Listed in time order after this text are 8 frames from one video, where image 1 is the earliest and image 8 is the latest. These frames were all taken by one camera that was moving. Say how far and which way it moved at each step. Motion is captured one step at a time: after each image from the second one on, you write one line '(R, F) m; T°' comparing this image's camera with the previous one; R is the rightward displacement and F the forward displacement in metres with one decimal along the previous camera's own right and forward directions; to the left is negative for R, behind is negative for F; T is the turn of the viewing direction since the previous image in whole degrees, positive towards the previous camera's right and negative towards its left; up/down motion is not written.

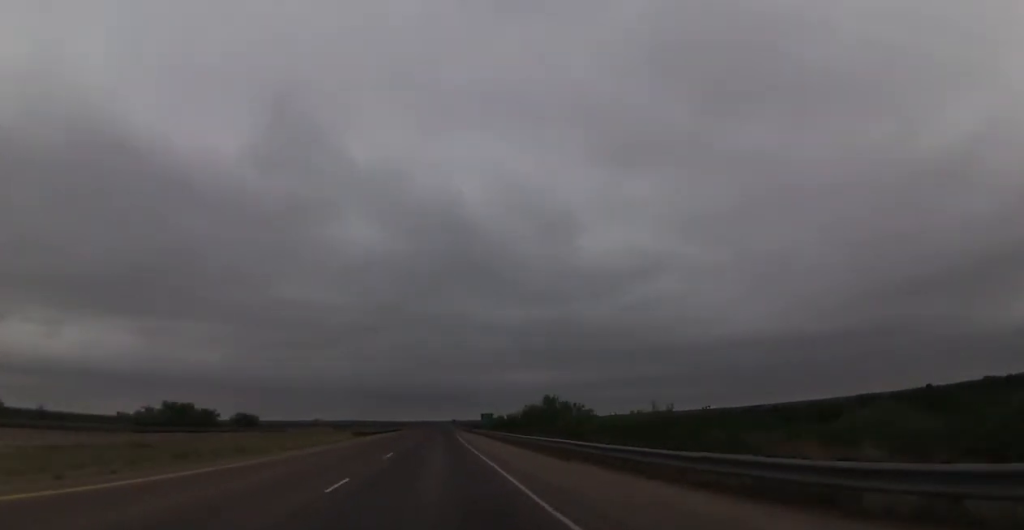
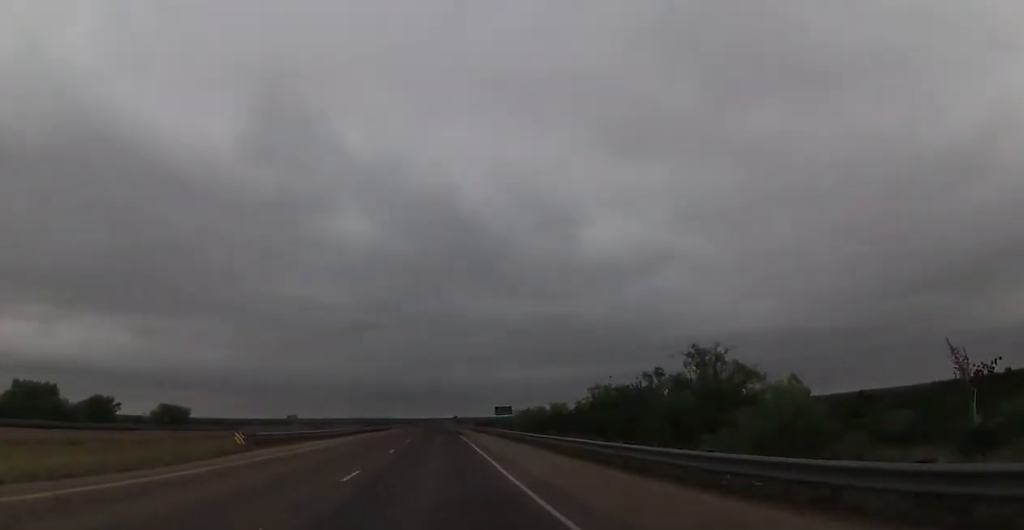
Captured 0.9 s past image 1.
(0.0, +34.1) m; 0°
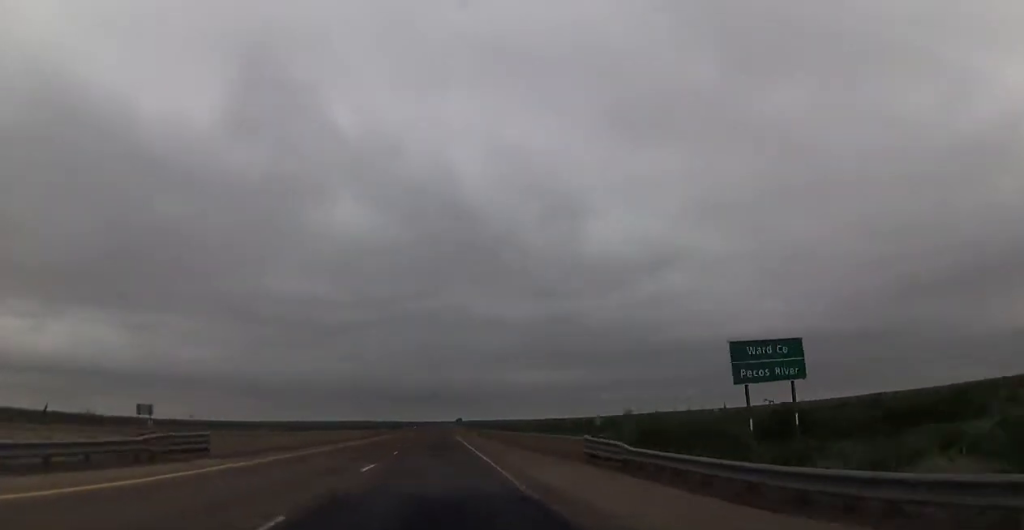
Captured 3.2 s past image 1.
(-0.4, +81.0) m; 0°
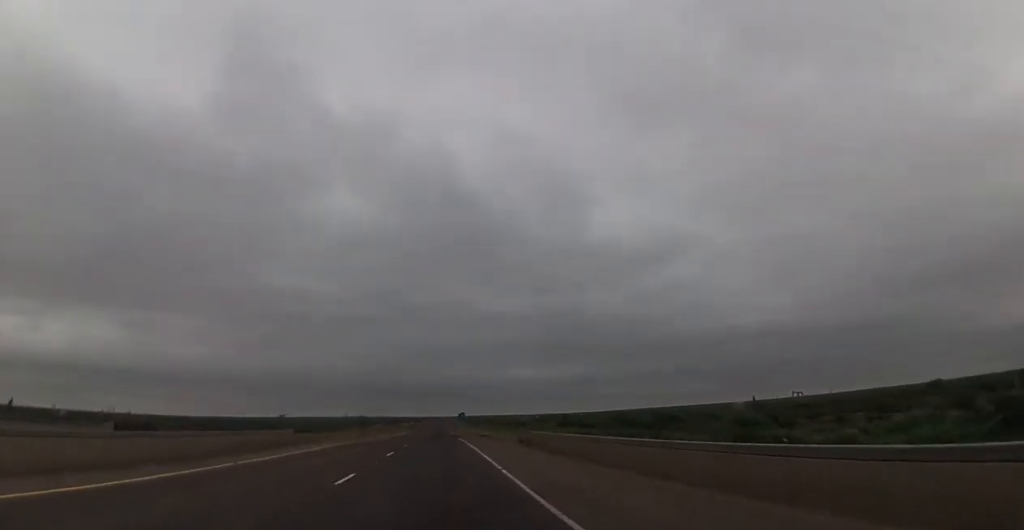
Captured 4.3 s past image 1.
(+0.1, +39.8) m; 0°
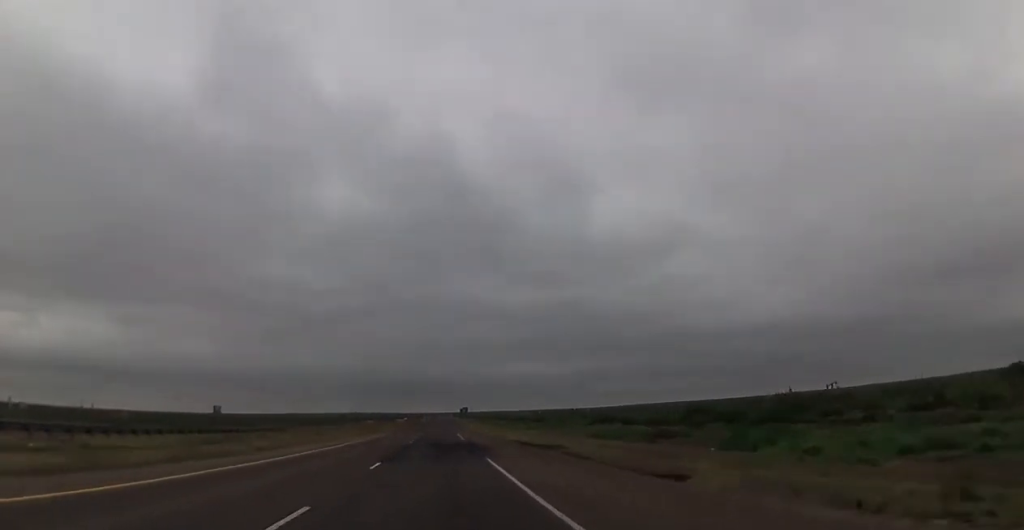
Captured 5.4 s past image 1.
(-0.3, +42.3) m; 0°
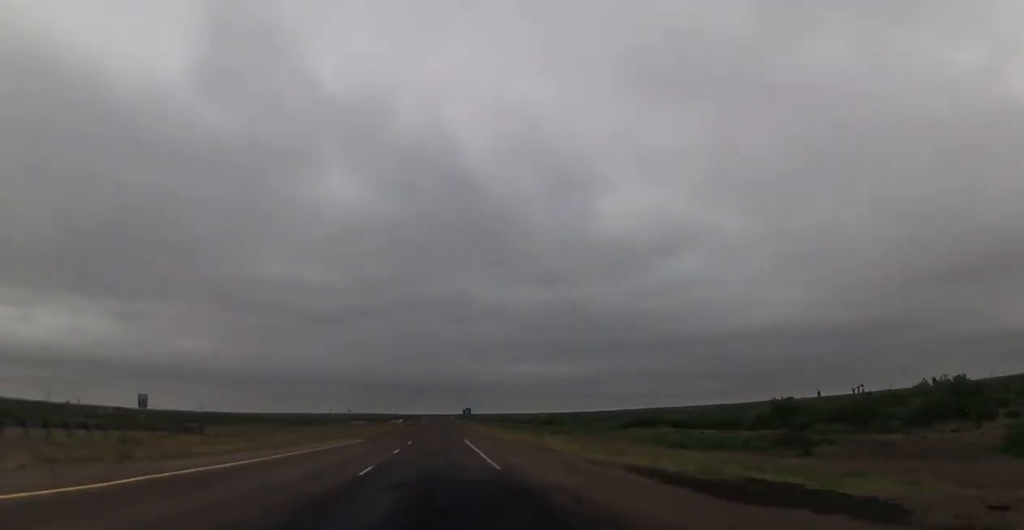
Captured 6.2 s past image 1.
(+0.4, +26.7) m; 0°
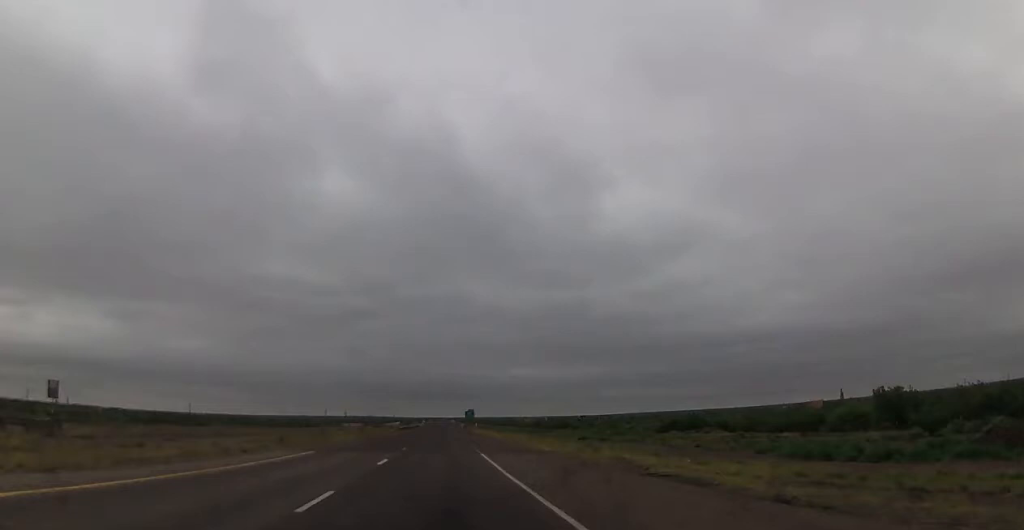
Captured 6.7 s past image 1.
(+0.1, +19.5) m; 0°
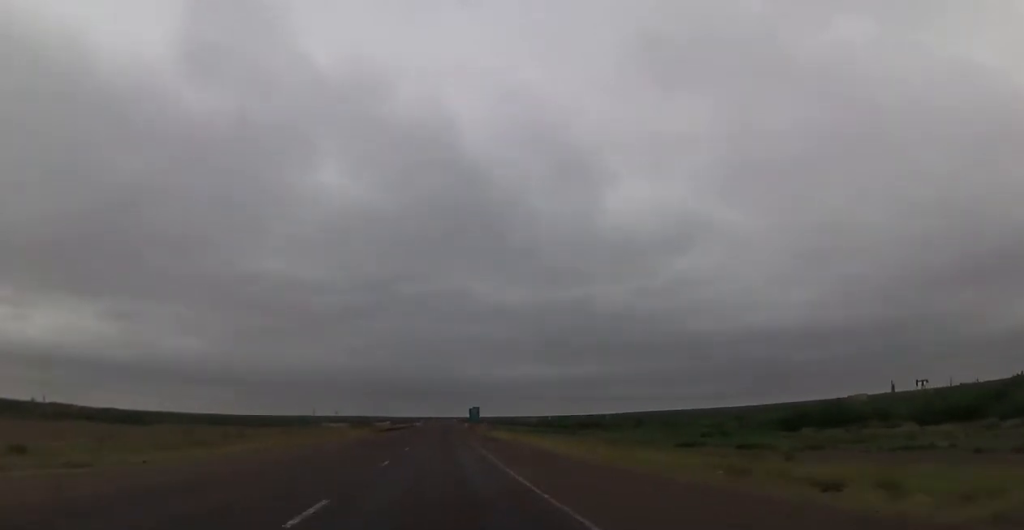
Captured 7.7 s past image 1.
(-0.4, +38.0) m; -1°
